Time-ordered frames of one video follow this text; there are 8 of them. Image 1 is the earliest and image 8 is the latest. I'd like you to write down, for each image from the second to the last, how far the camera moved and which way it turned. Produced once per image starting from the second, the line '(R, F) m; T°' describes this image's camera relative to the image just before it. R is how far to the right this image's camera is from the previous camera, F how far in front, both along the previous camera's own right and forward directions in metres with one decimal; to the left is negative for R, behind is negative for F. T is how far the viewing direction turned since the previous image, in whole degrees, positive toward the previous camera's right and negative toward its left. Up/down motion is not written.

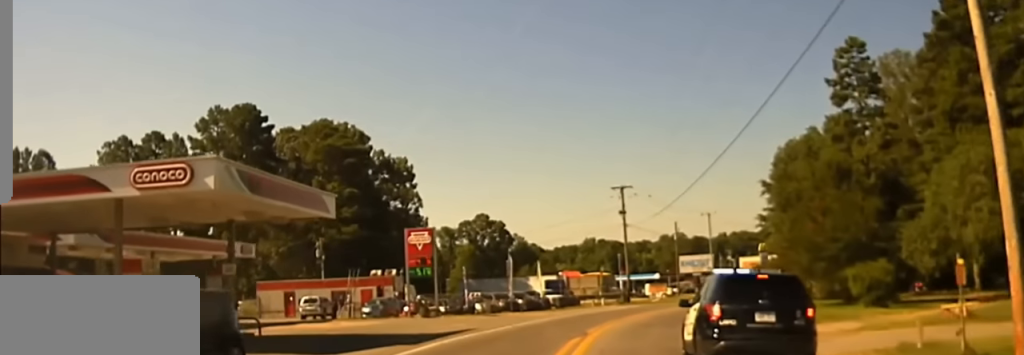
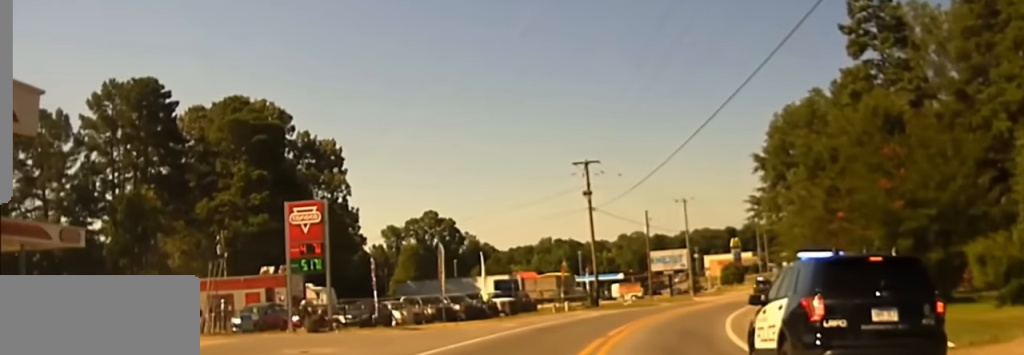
(+0.6, +20.1) m; +2°
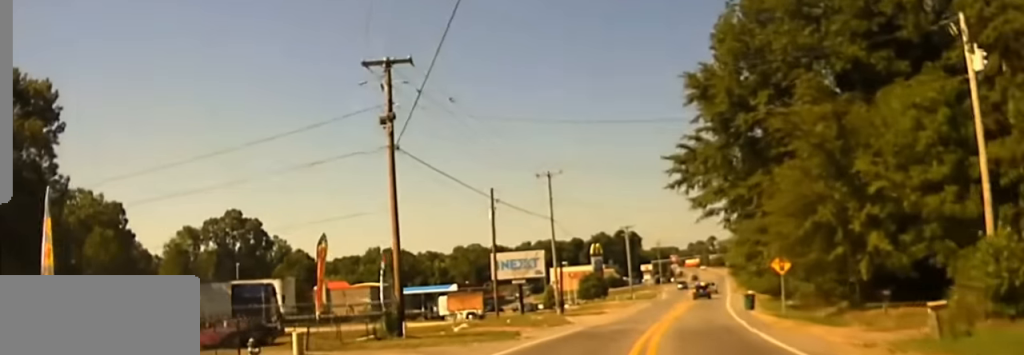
(+1.0, +35.4) m; +6°
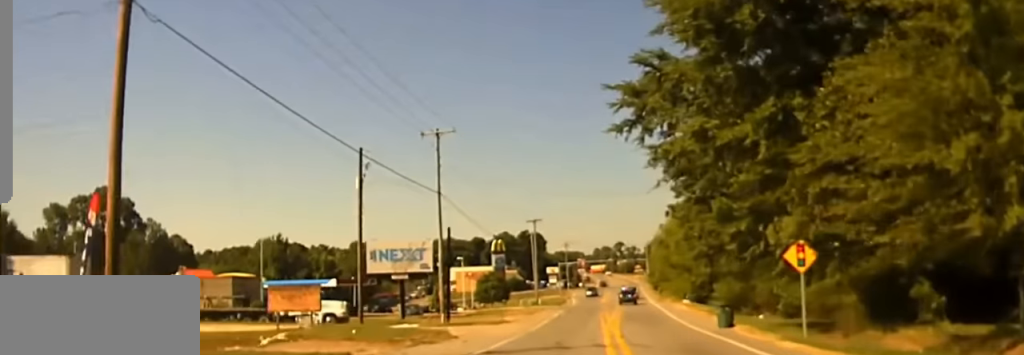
(+1.2, +16.0) m; +5°
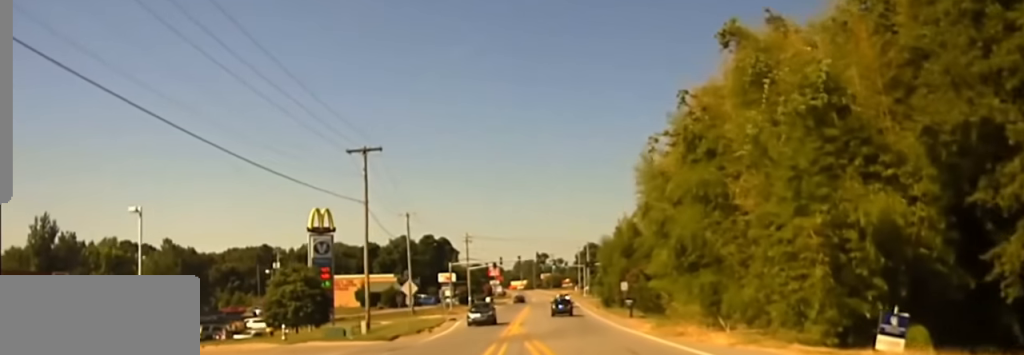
(+6.0, +57.7) m; +8°
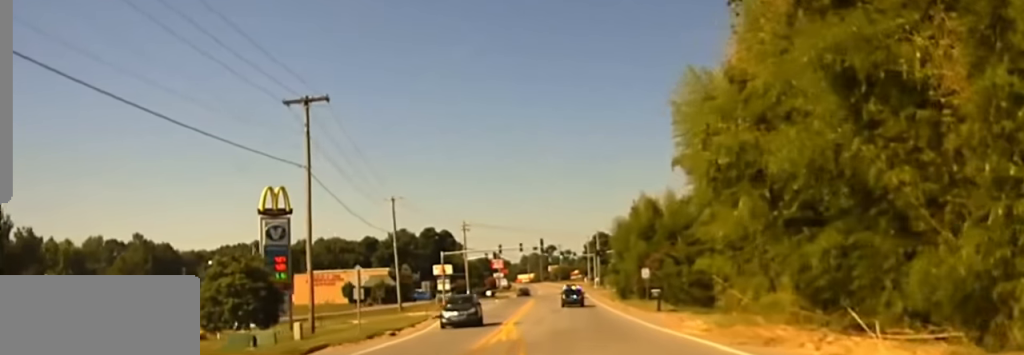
(+0.1, +14.5) m; 0°
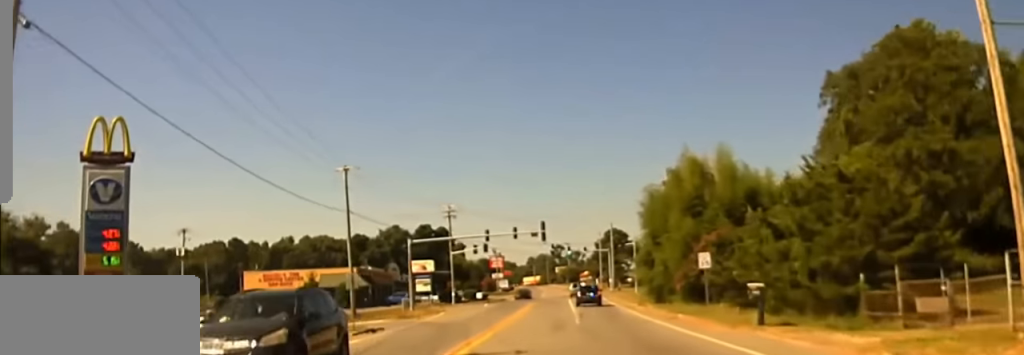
(-0.1, +29.2) m; 0°
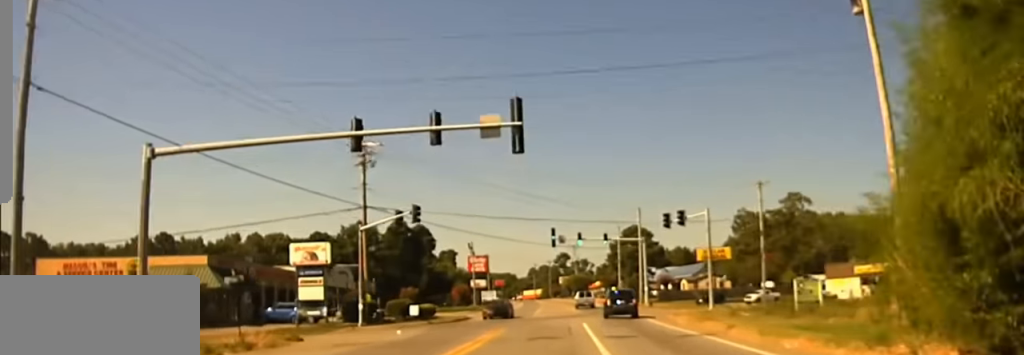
(-0.6, +58.1) m; -1°
